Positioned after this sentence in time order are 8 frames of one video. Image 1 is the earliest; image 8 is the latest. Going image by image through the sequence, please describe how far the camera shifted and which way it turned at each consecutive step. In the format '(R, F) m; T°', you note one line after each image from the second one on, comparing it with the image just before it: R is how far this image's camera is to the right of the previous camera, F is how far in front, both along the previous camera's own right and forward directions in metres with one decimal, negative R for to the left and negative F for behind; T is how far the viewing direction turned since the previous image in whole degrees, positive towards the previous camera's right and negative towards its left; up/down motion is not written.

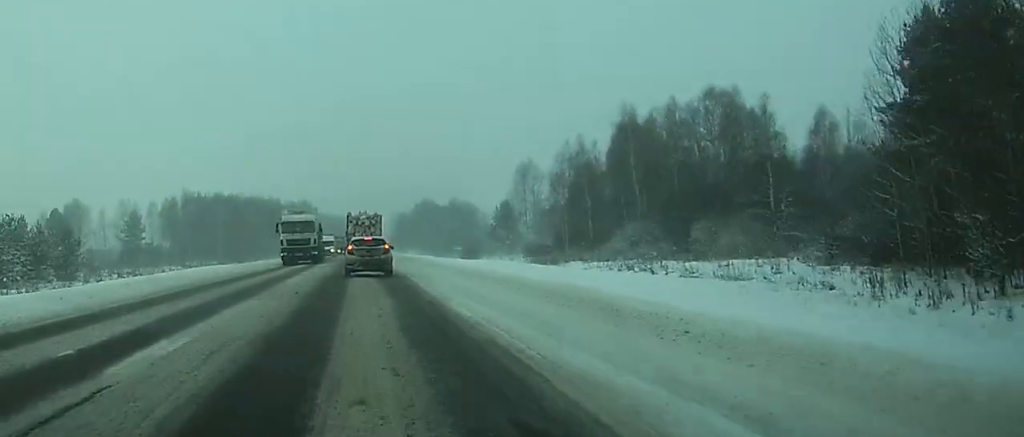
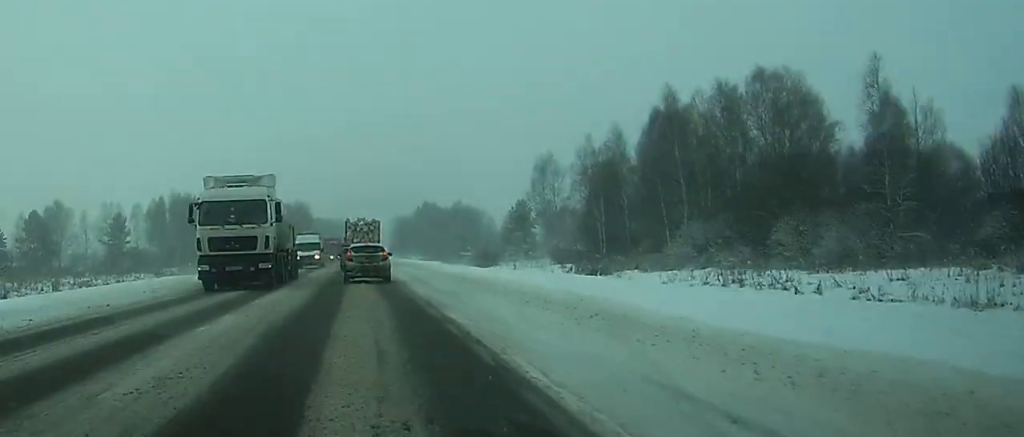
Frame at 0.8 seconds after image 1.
(+0.1, +15.7) m; 0°
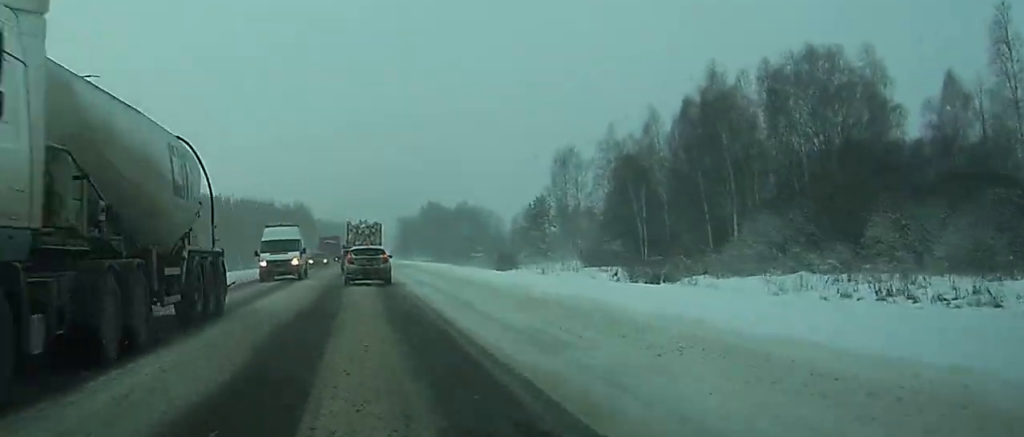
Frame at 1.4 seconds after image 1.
(0.0, +11.8) m; 0°
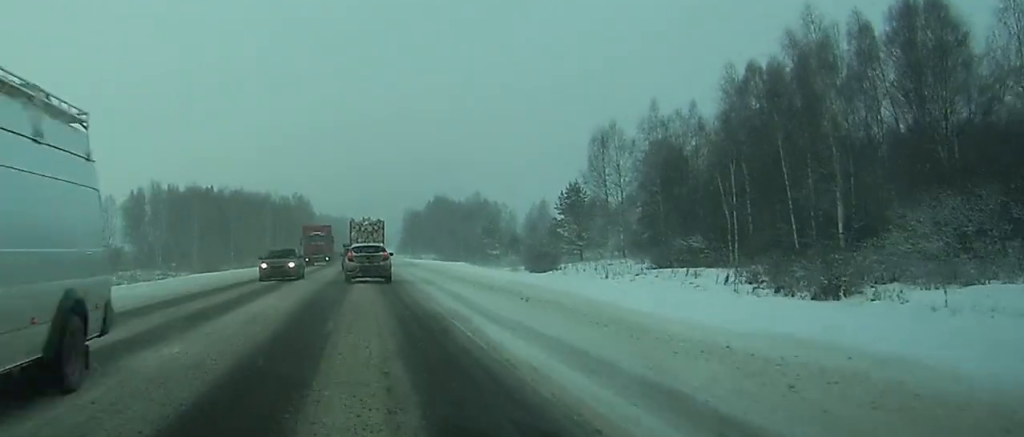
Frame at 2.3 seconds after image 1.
(-0.1, +17.8) m; 0°
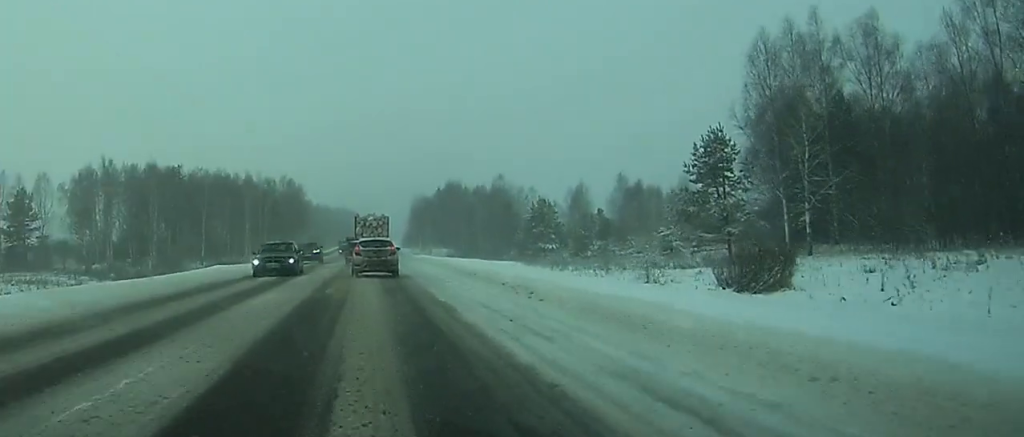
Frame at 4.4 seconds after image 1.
(0.0, +42.1) m; 0°
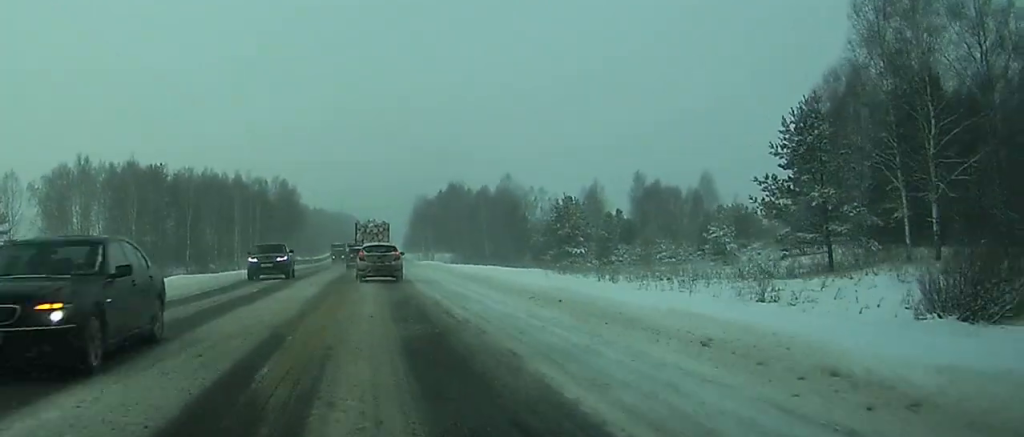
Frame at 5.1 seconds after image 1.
(0.0, +14.3) m; -1°
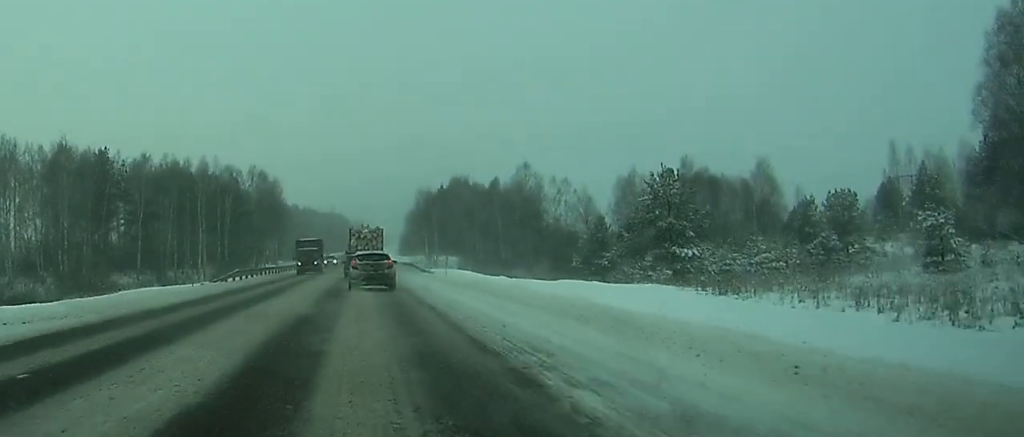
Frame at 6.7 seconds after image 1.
(-0.7, +32.2) m; 0°
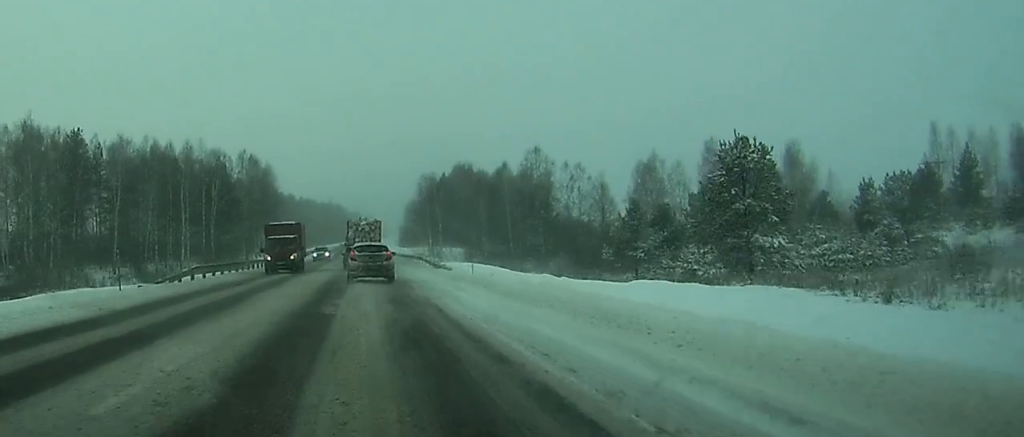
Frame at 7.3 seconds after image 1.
(+0.4, +12.3) m; +1°
